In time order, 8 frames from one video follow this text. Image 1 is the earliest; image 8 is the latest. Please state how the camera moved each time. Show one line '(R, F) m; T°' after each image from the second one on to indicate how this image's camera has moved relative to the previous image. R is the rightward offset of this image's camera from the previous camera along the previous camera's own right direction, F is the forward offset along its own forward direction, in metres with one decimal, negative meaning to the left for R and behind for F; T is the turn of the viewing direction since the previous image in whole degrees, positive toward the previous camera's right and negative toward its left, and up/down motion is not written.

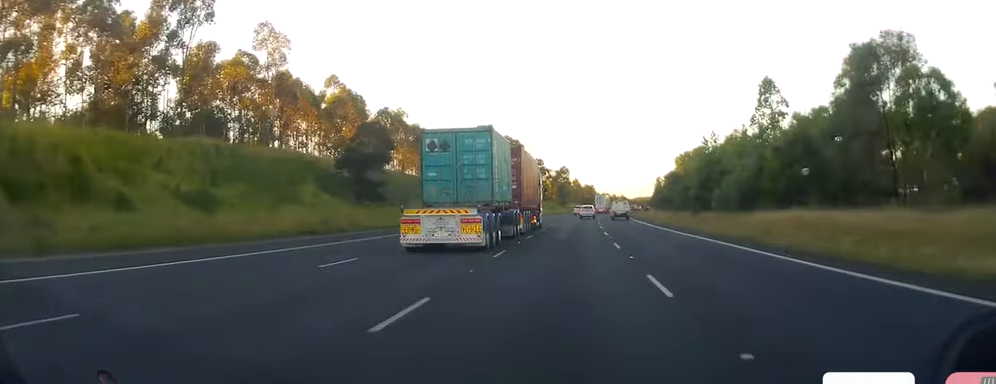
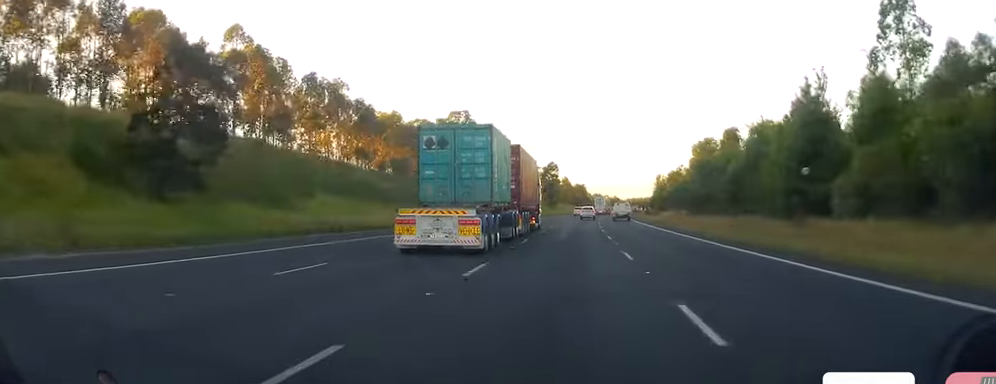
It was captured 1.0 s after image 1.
(0.0, +28.0) m; +1°
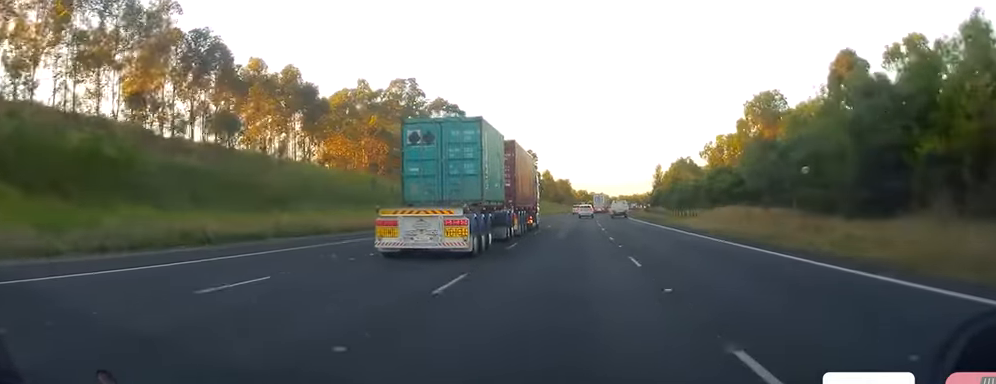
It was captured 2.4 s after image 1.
(+0.5, +39.3) m; +2°
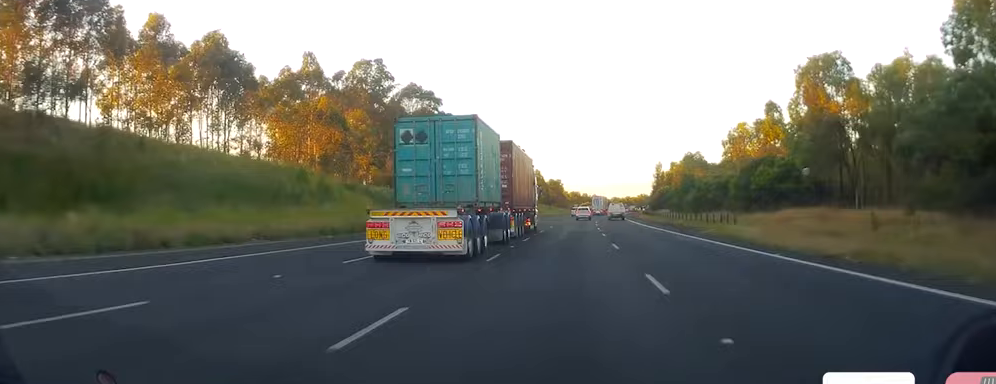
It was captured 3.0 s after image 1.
(0.0, +16.9) m; +1°
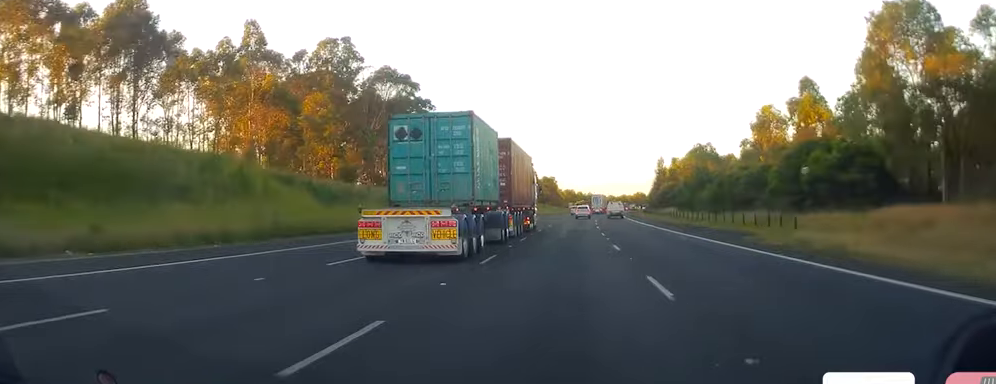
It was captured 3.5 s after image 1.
(+0.3, +13.1) m; +1°
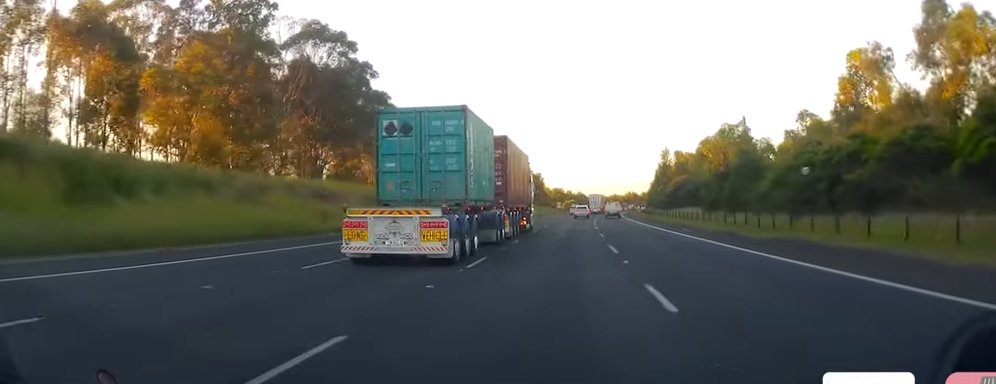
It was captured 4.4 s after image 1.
(+0.3, +25.3) m; 0°
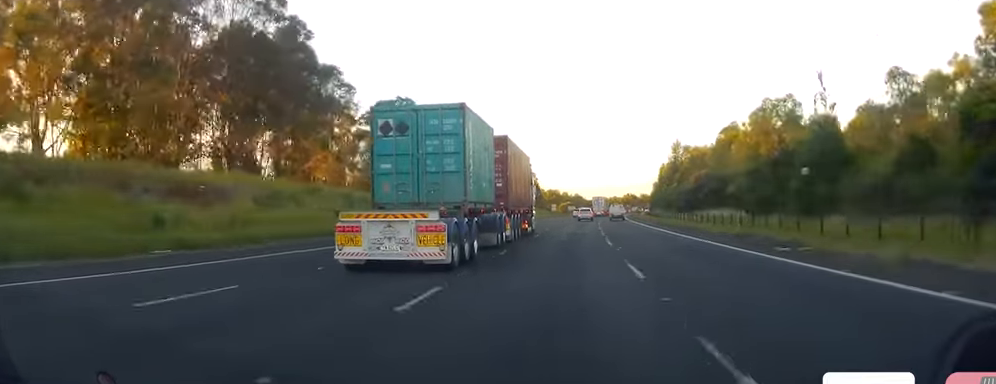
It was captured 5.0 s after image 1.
(0.0, +18.8) m; 0°
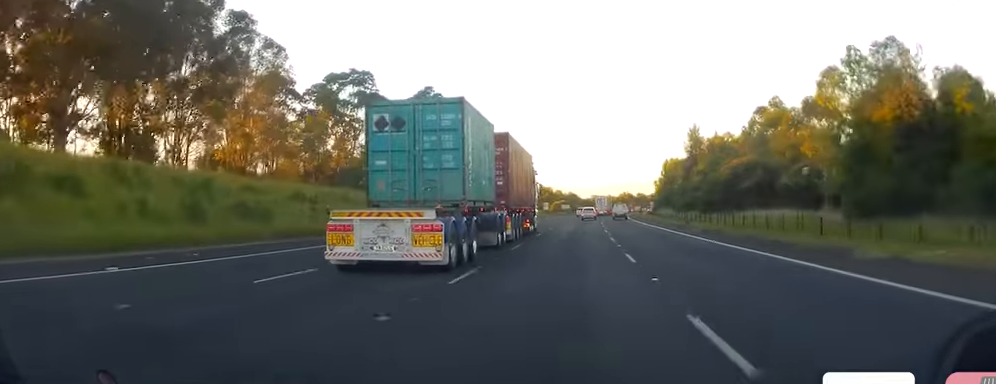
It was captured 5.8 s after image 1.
(-0.3, +20.8) m; +1°
